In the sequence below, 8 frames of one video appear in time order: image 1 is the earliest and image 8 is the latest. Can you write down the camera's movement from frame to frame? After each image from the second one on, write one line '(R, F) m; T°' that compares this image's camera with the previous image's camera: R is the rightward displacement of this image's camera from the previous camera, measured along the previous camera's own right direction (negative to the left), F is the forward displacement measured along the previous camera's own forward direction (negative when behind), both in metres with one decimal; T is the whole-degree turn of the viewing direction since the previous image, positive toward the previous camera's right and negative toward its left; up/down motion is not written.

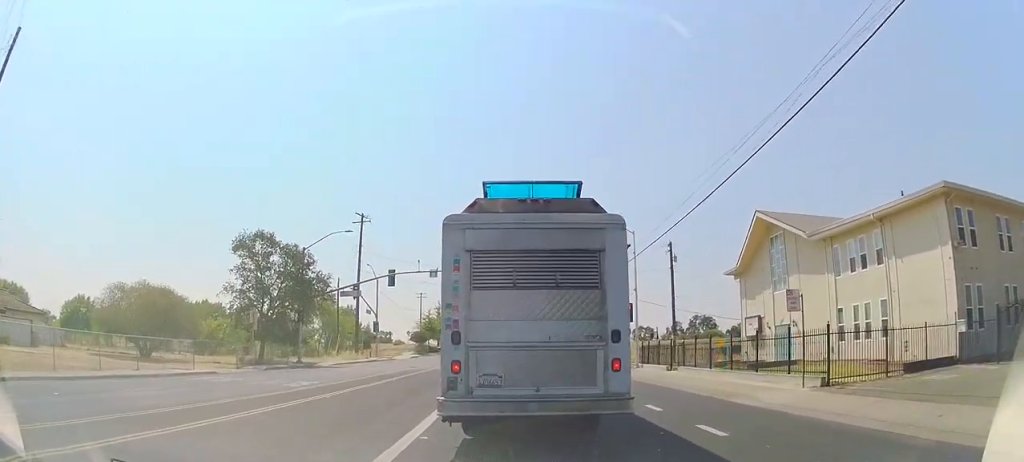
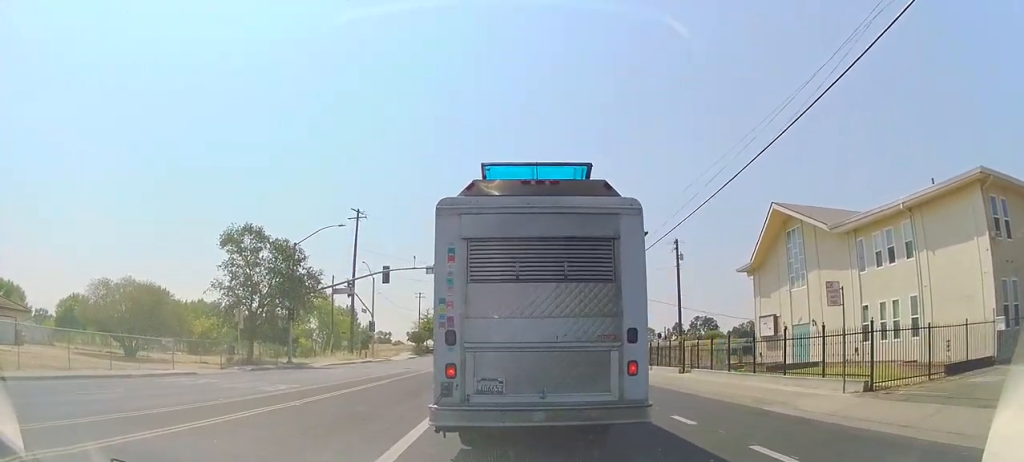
(0.0, +2.9) m; 0°
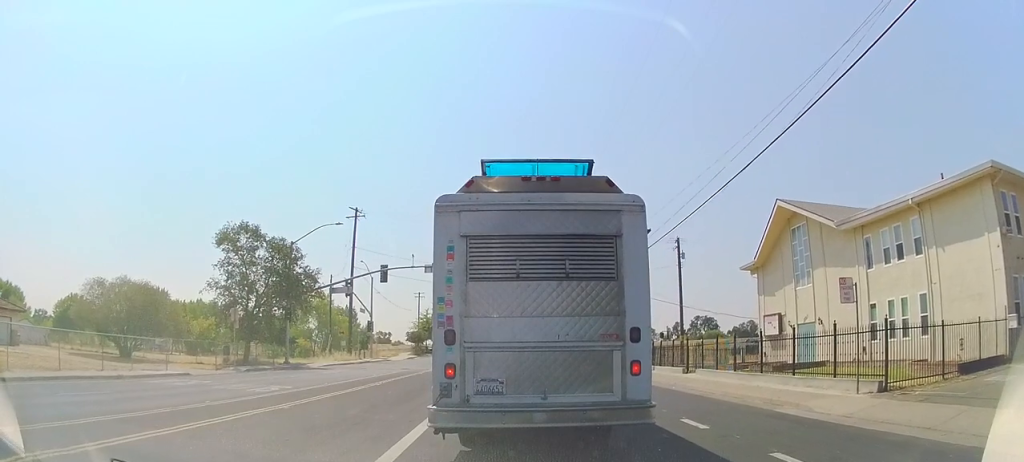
(0.0, +0.7) m; 0°
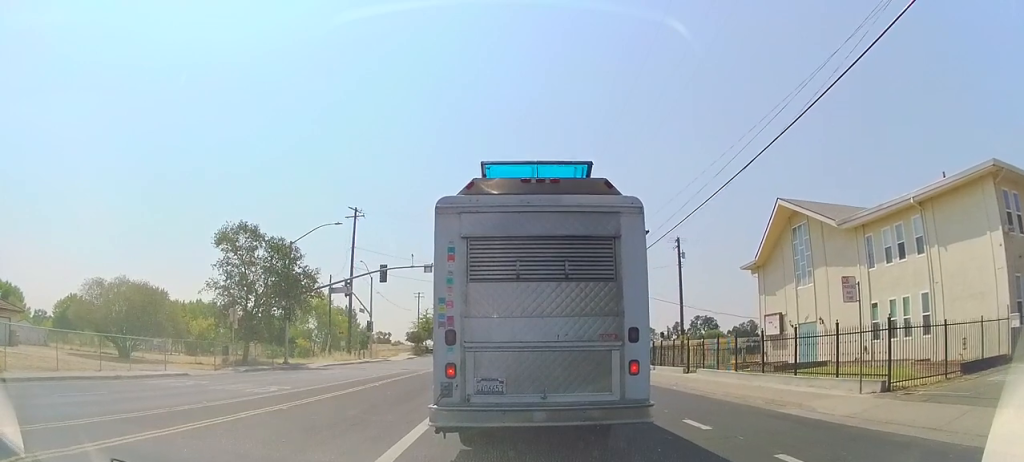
(0.0, +0.2) m; 0°
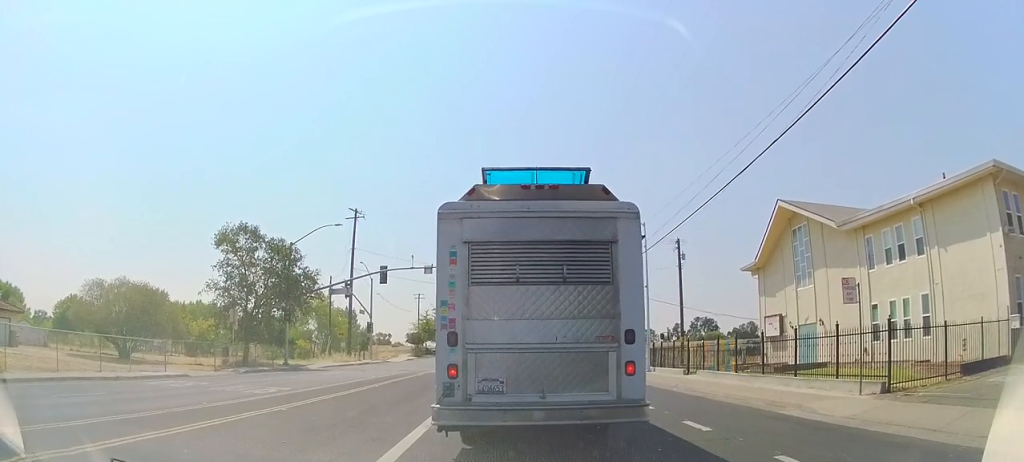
(0.0, 0.0) m; 0°
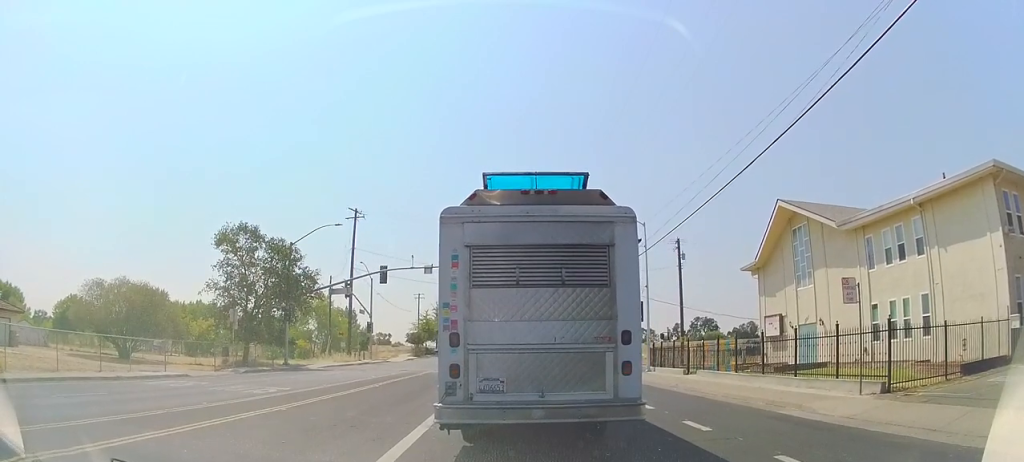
(0.0, 0.0) m; 0°
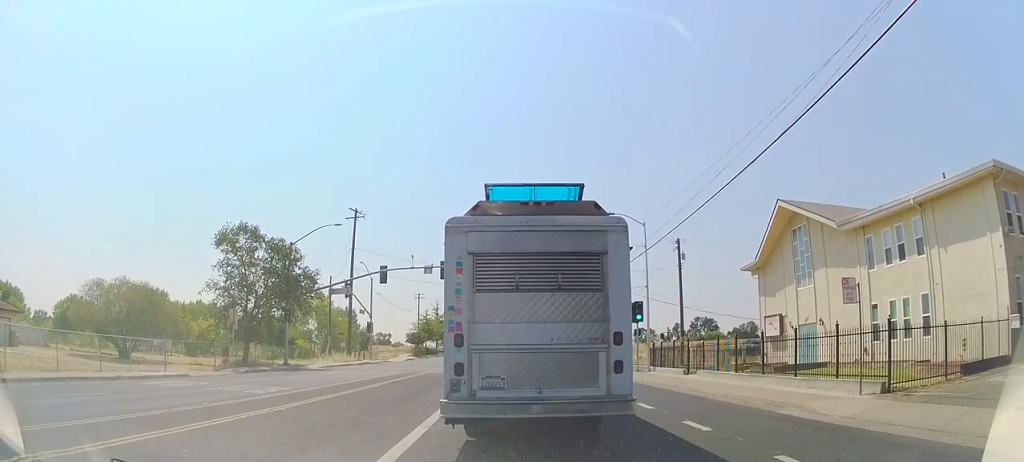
(0.0, 0.0) m; 0°
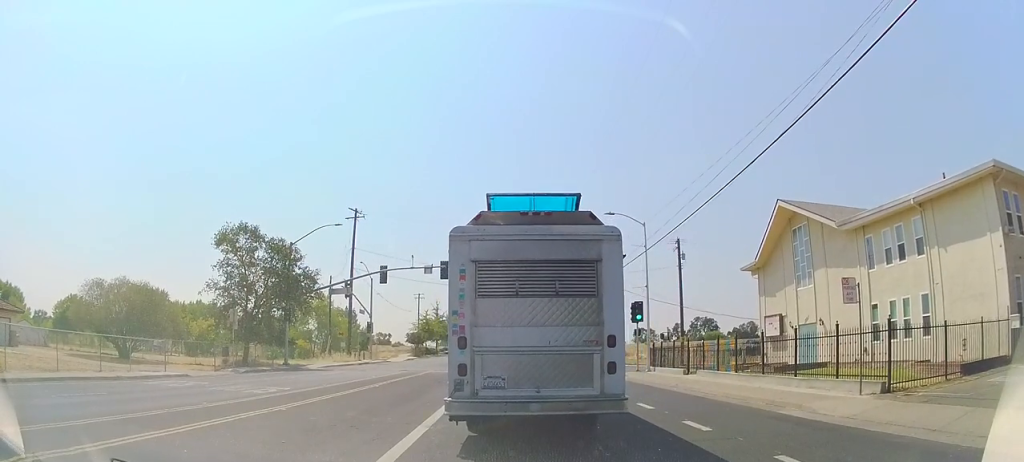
(0.0, 0.0) m; 0°
